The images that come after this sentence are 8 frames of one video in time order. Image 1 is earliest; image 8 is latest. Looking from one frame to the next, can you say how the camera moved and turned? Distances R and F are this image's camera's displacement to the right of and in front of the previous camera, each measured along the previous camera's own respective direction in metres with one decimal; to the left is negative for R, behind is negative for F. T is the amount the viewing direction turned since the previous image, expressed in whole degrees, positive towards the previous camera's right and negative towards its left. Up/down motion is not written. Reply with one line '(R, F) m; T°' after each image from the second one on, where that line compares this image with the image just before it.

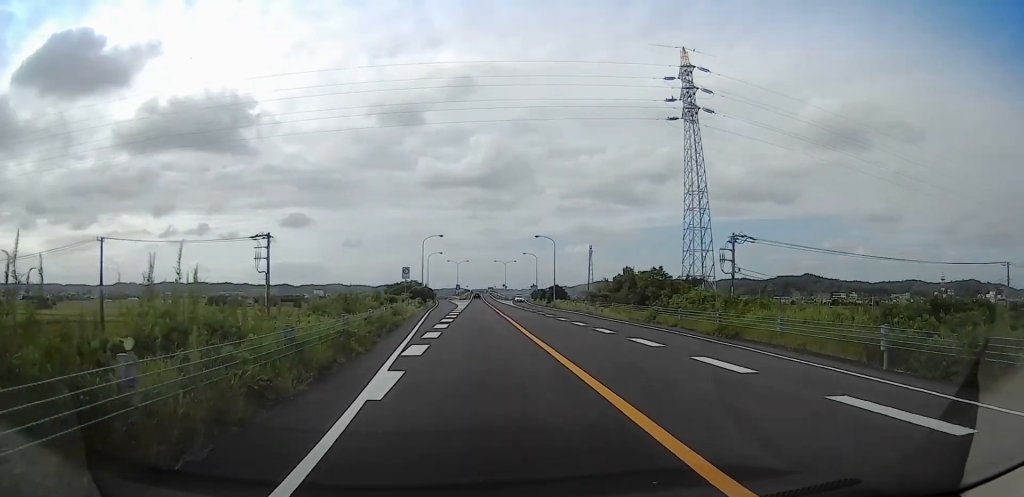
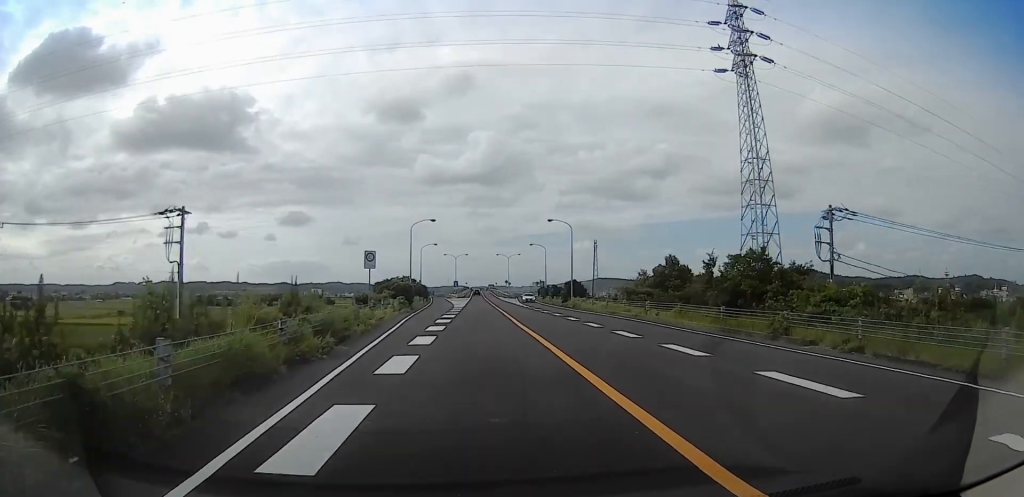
(0.0, +14.1) m; 0°
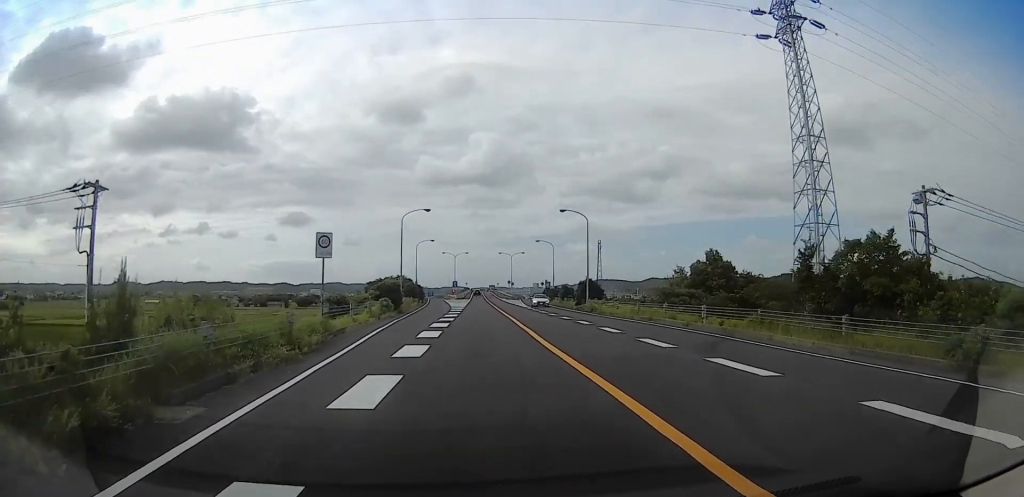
(0.0, +7.8) m; 0°
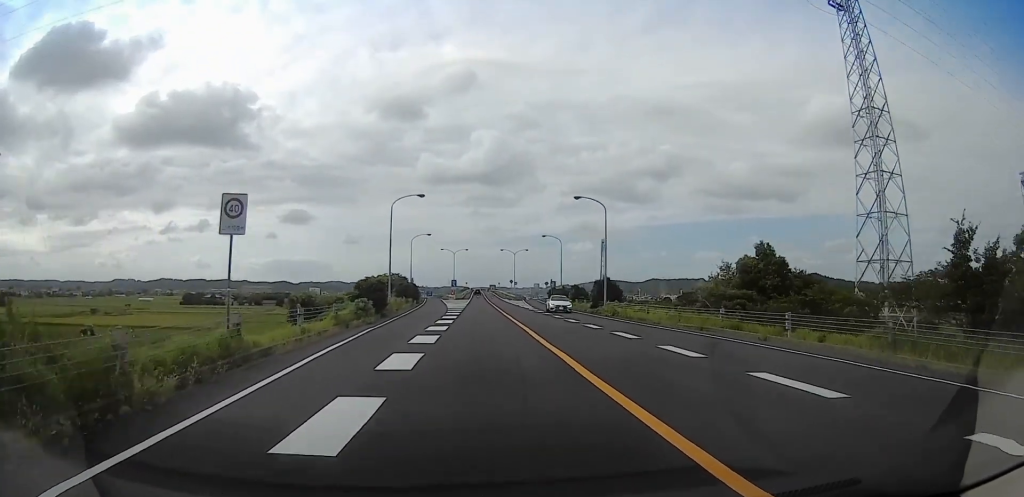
(0.0, +6.8) m; 0°
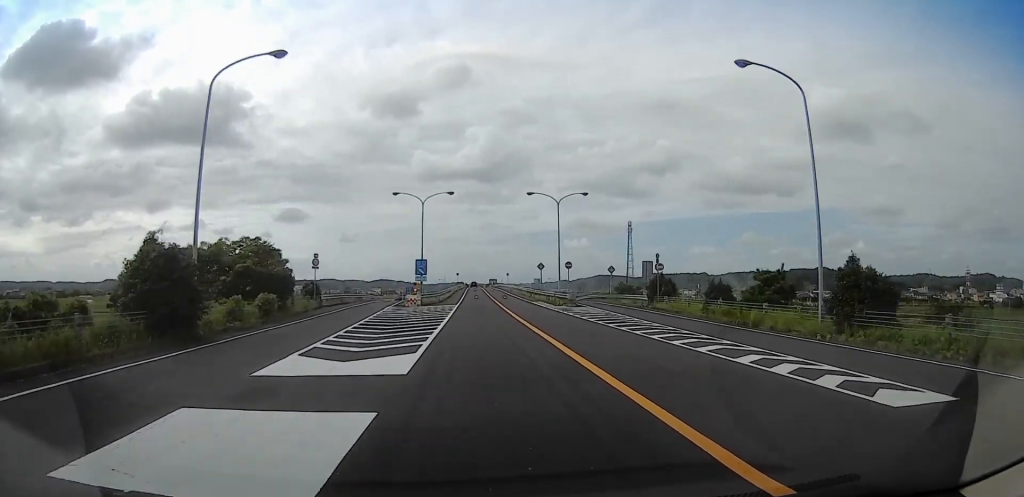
(+1.5, +60.3) m; 0°
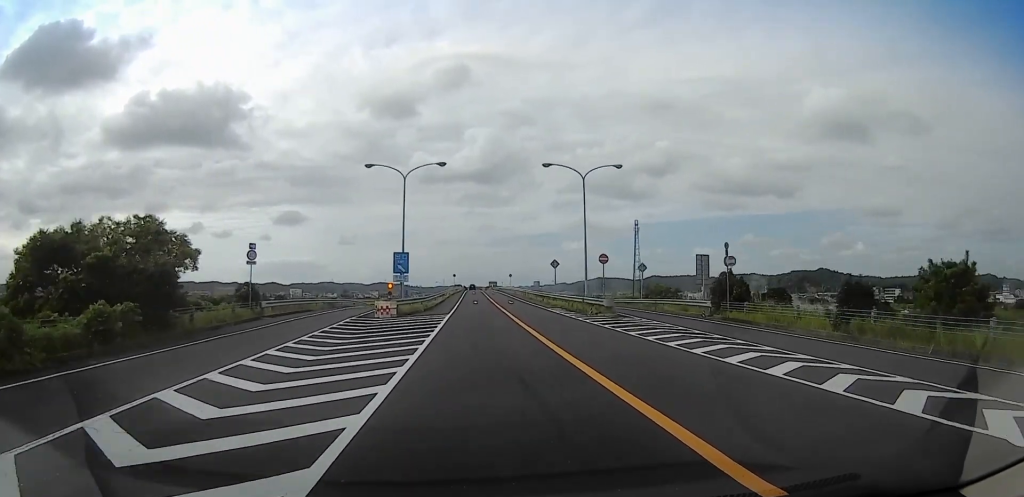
(-0.5, +12.3) m; 0°
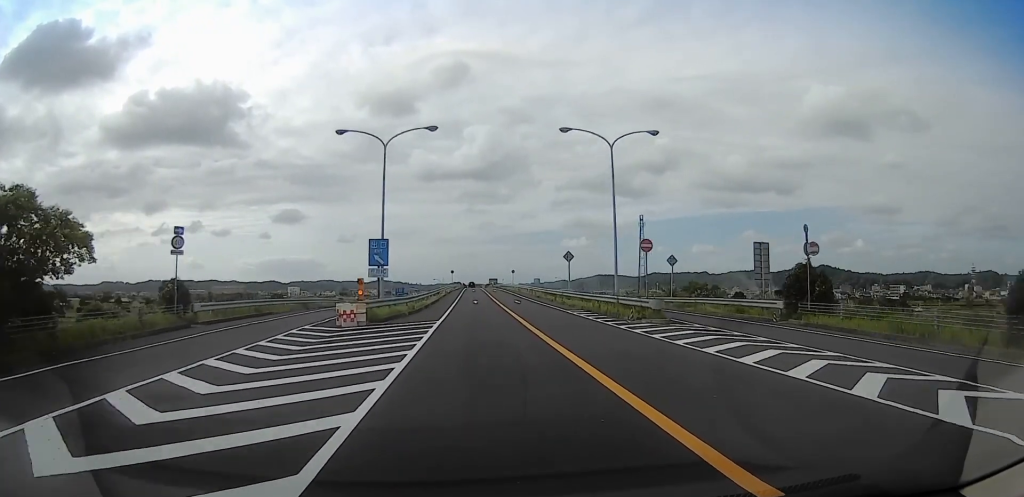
(+0.4, +9.1) m; +1°
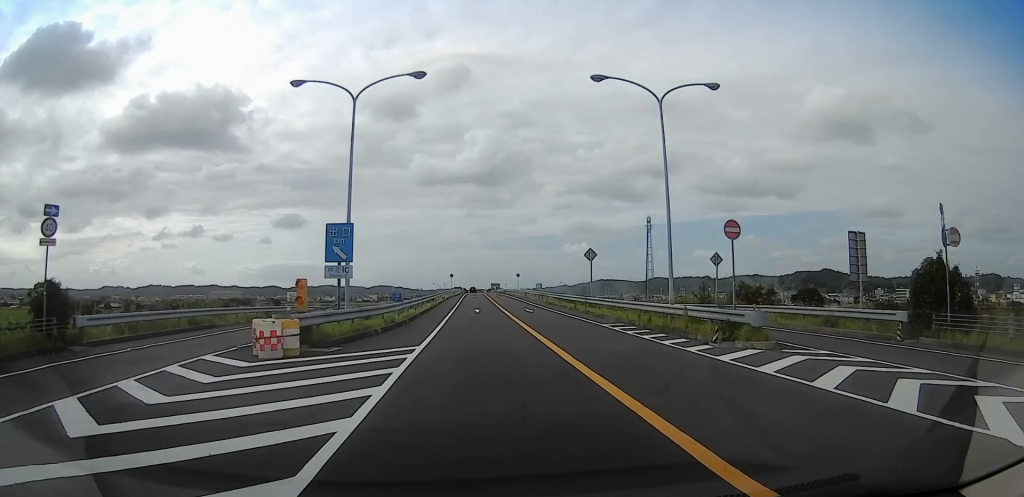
(+0.2, +8.5) m; +1°
